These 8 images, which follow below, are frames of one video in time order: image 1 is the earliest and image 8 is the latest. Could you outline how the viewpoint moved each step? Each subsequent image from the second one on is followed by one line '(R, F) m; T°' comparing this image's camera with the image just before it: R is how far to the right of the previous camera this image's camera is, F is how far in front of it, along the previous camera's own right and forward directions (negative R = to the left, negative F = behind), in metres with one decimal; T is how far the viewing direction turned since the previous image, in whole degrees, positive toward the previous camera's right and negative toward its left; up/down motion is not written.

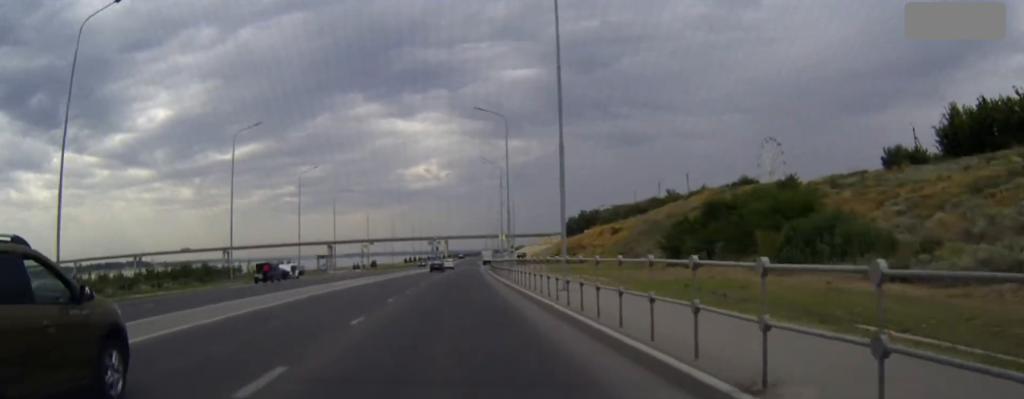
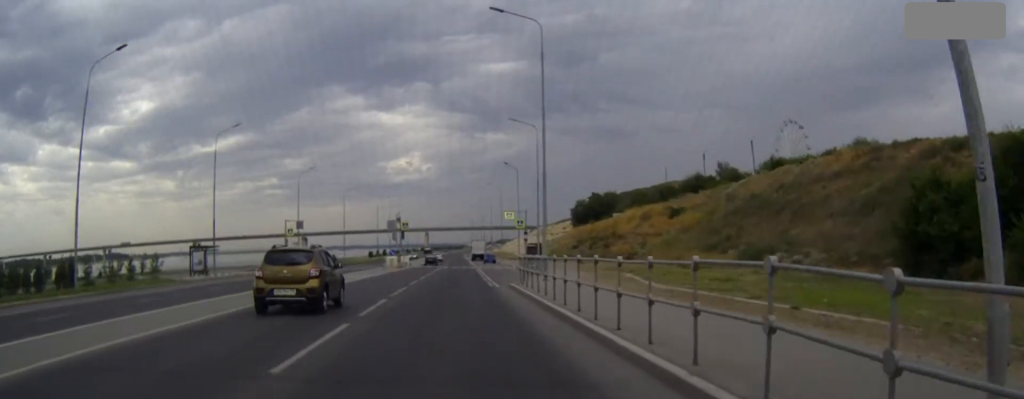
(+0.6, +54.3) m; +1°
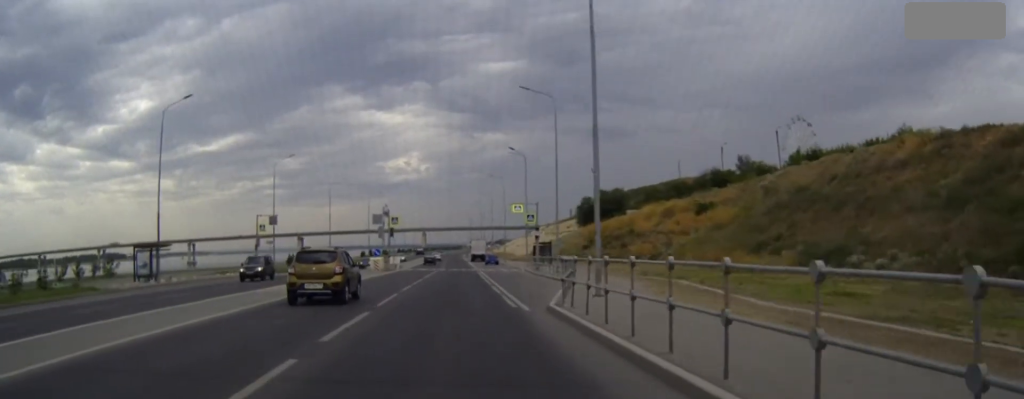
(0.0, +12.9) m; 0°
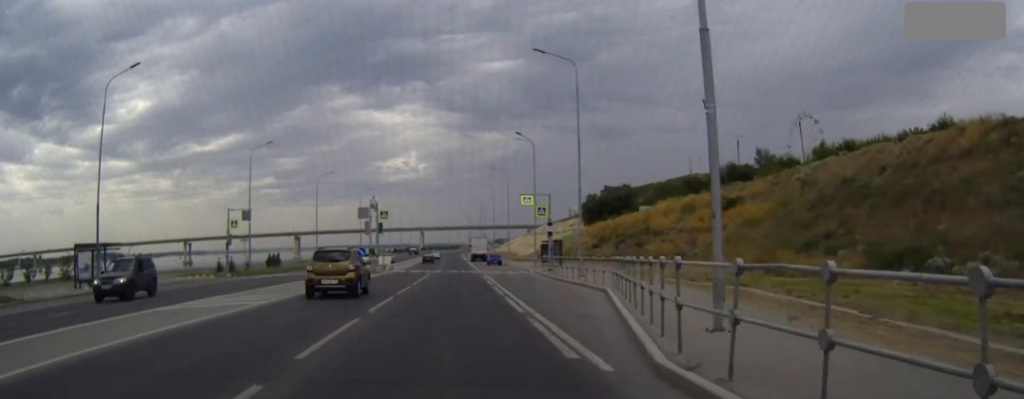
(0.0, +10.0) m; 0°
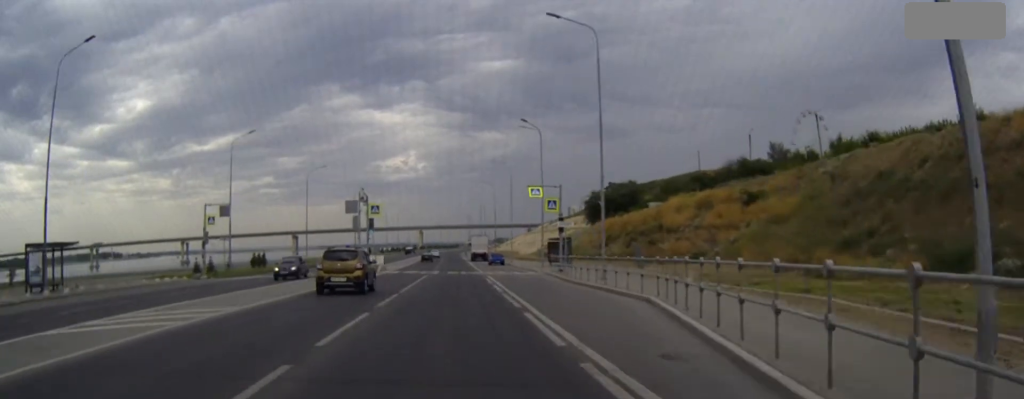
(0.0, +6.7) m; 0°
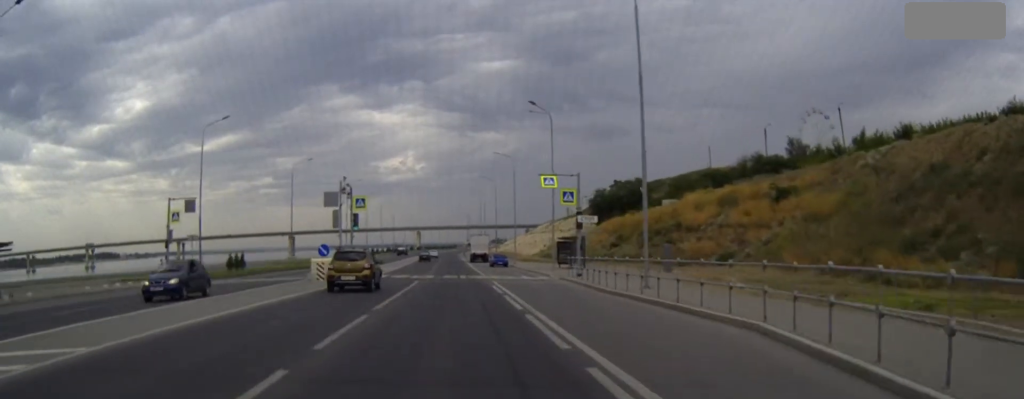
(0.0, +8.2) m; 0°
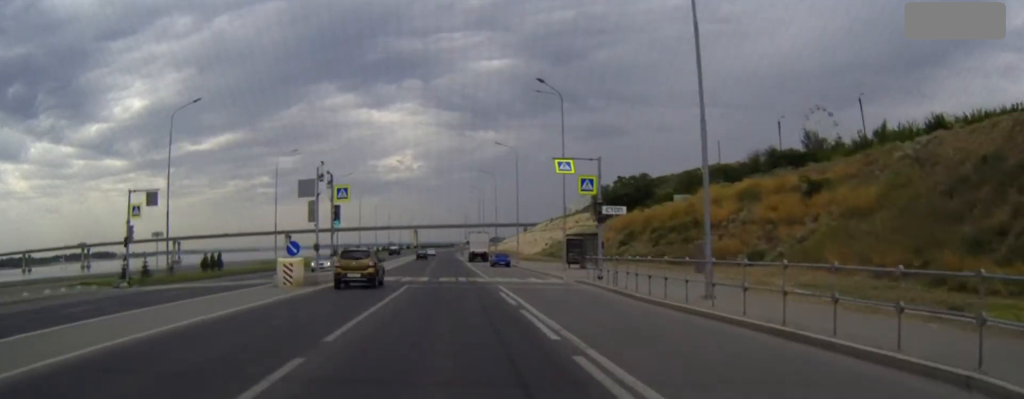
(0.0, +7.1) m; 0°
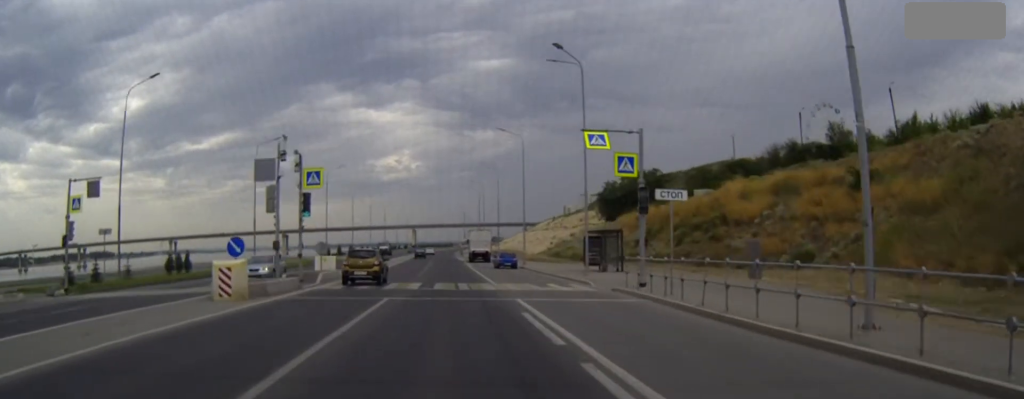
(0.0, +8.7) m; 0°
